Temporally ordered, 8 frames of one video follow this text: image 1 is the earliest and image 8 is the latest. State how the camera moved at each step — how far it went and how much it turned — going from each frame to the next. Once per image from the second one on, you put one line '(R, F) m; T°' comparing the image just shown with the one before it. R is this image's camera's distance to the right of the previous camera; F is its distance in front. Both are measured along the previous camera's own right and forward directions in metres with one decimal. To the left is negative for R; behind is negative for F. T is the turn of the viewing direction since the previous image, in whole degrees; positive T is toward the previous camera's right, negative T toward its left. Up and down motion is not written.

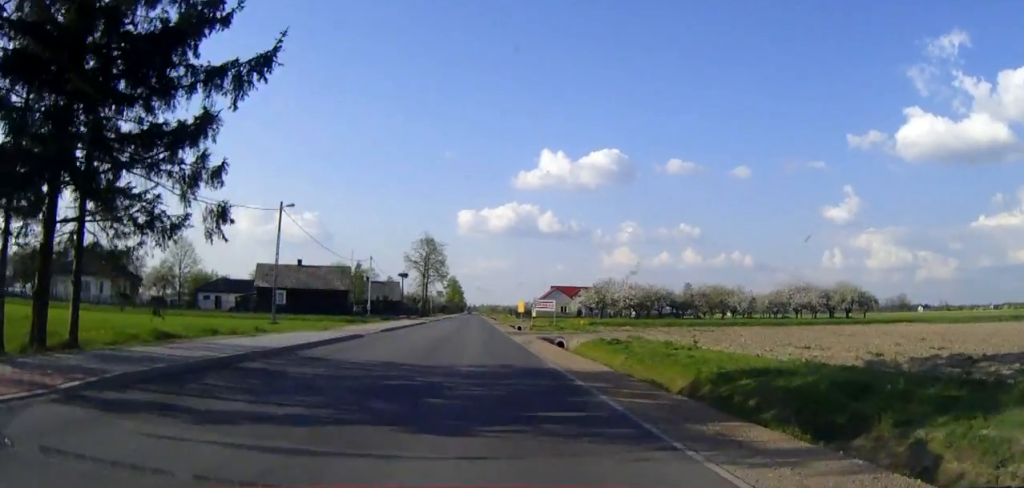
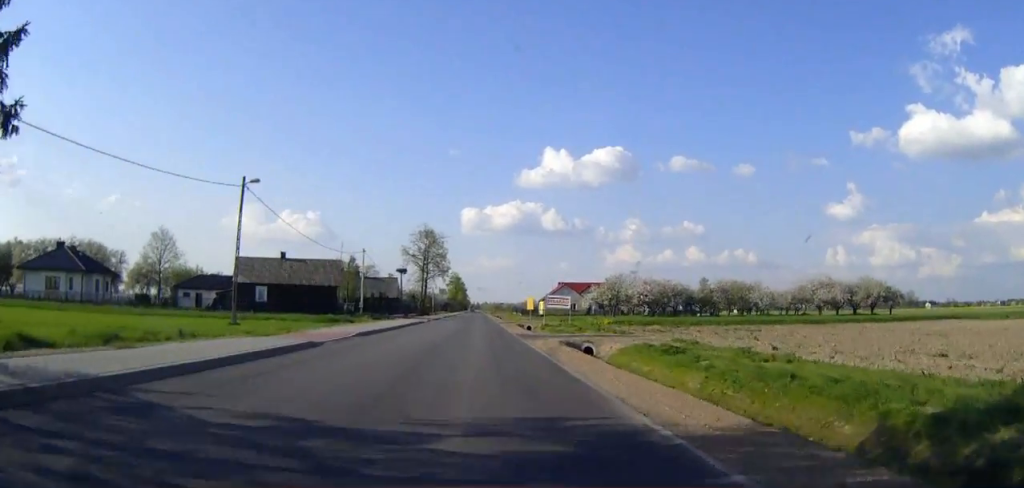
(0.0, +9.2) m; 0°
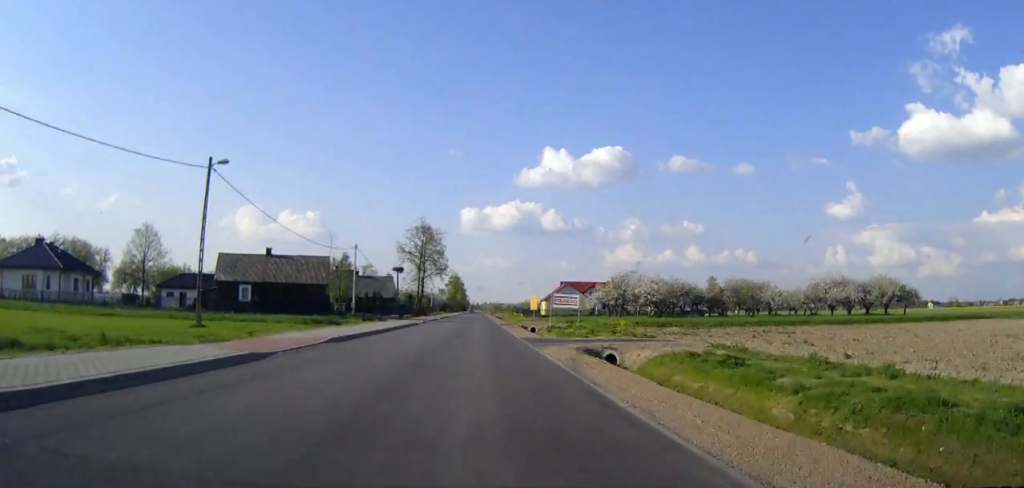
(0.0, +5.6) m; 0°
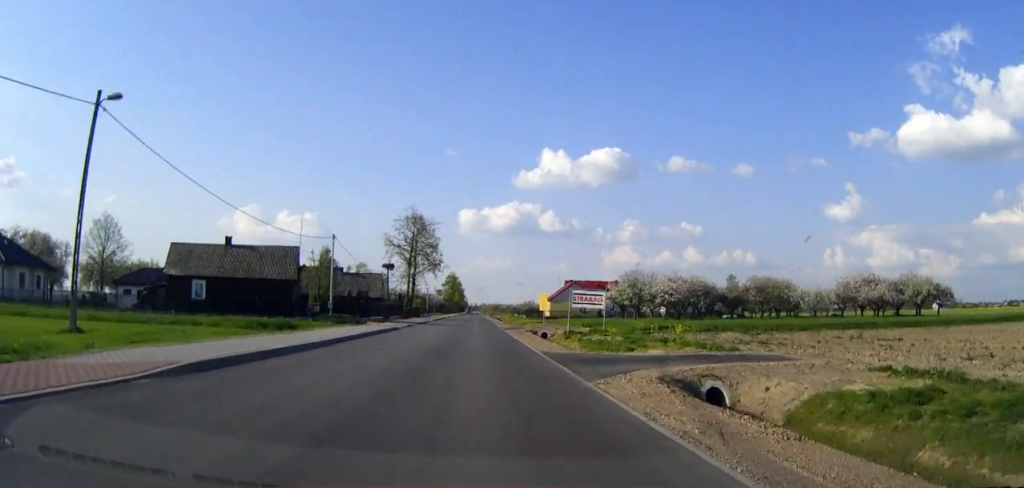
(0.0, +12.3) m; 0°
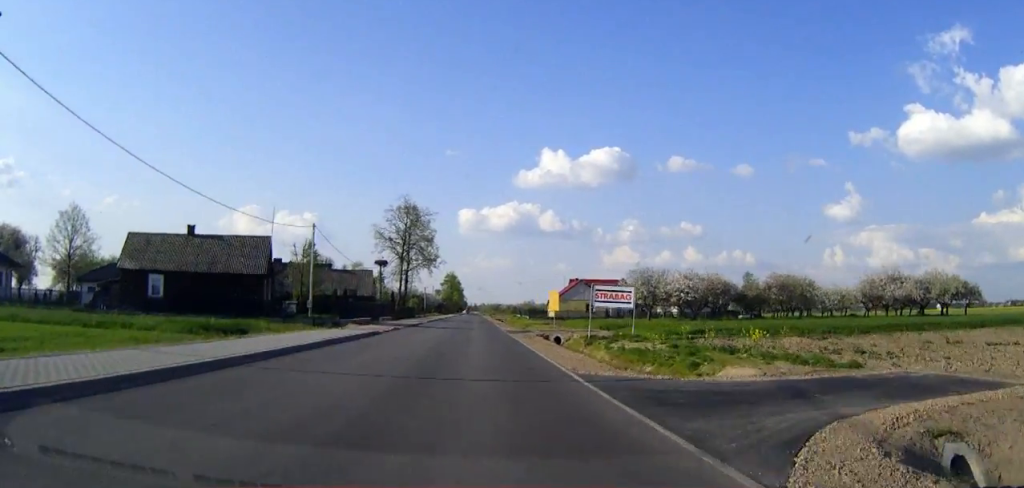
(0.0, +8.6) m; 0°
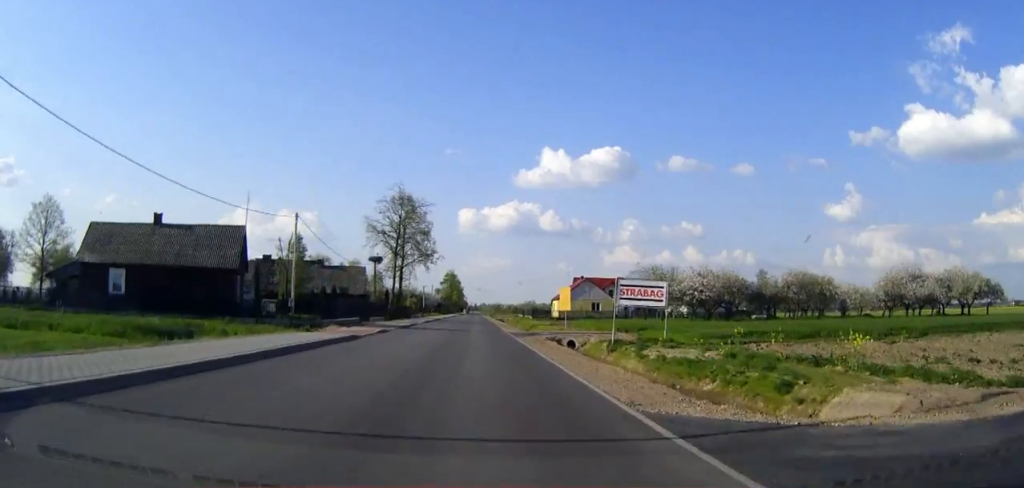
(0.0, +6.3) m; 0°
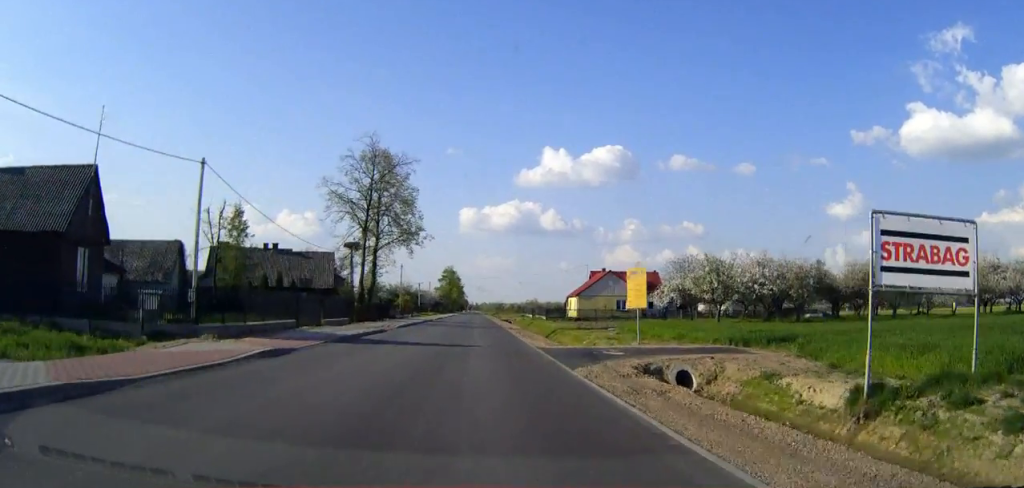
(+0.1, +20.5) m; 0°
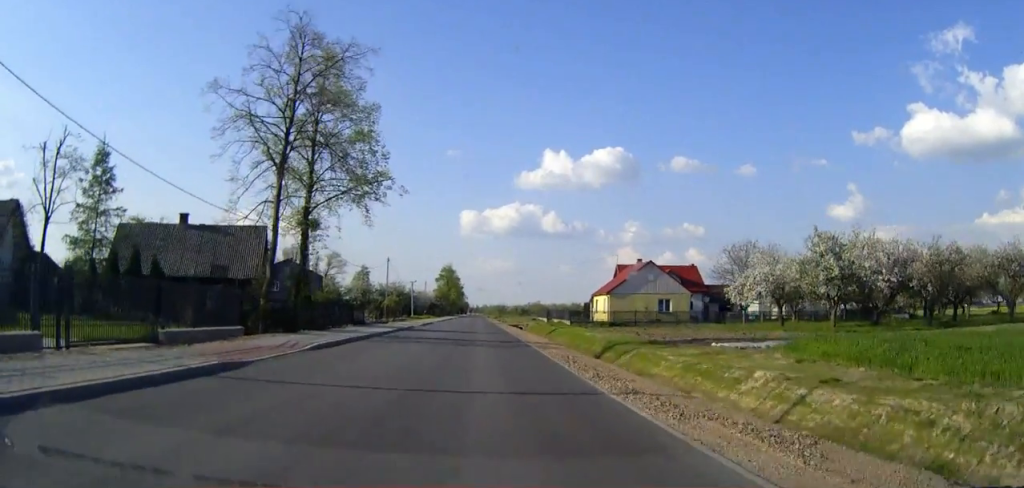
(-0.1, +22.9) m; 0°
